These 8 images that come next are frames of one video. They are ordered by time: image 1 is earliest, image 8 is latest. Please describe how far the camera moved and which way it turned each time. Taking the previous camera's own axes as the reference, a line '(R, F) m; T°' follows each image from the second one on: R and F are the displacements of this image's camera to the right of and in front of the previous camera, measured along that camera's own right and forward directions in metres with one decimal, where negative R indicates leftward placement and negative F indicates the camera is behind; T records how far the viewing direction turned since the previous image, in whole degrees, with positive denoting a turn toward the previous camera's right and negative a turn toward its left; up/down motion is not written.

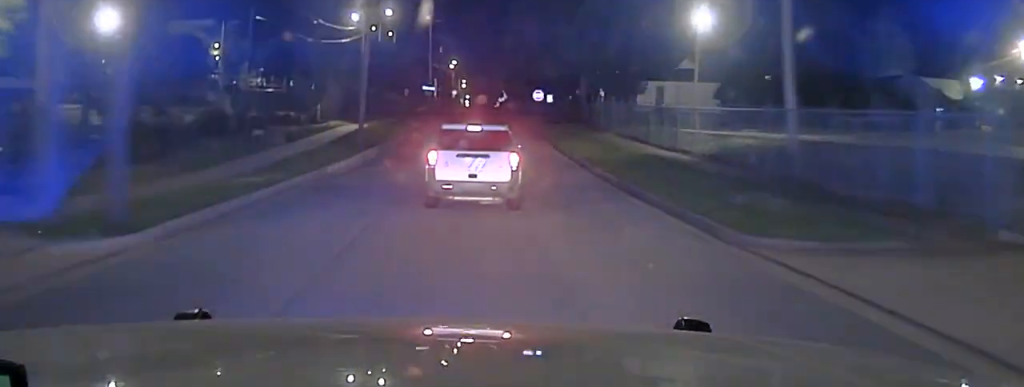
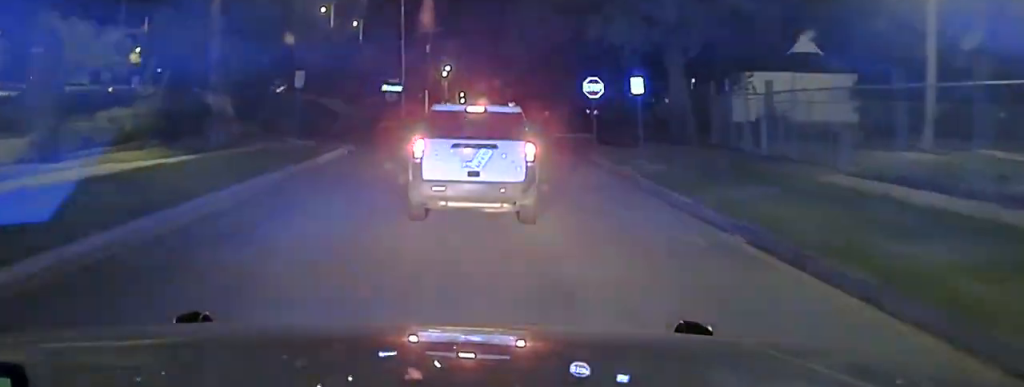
(-0.5, +34.0) m; -1°
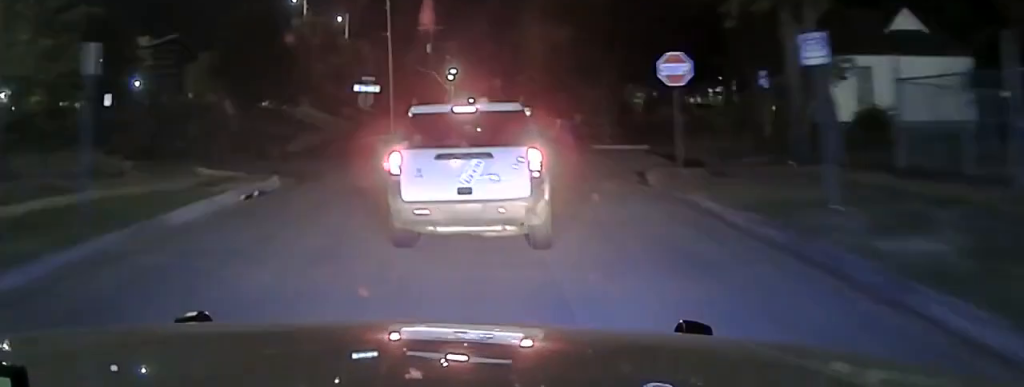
(-0.1, +14.3) m; +2°
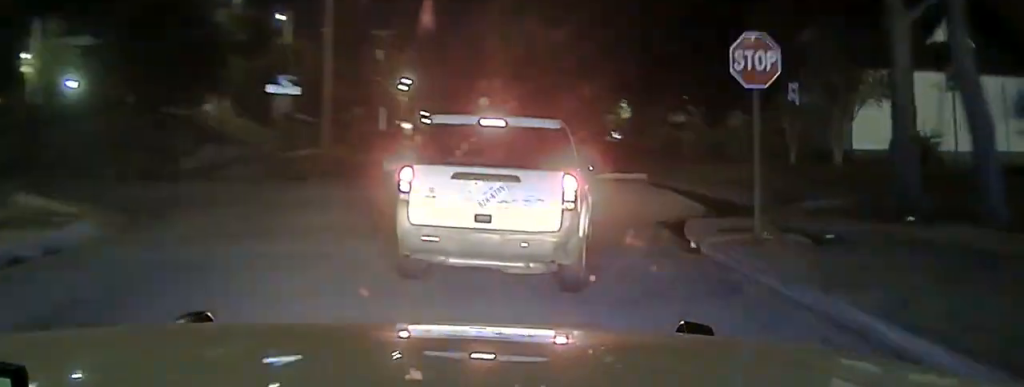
(-0.3, +8.9) m; +4°
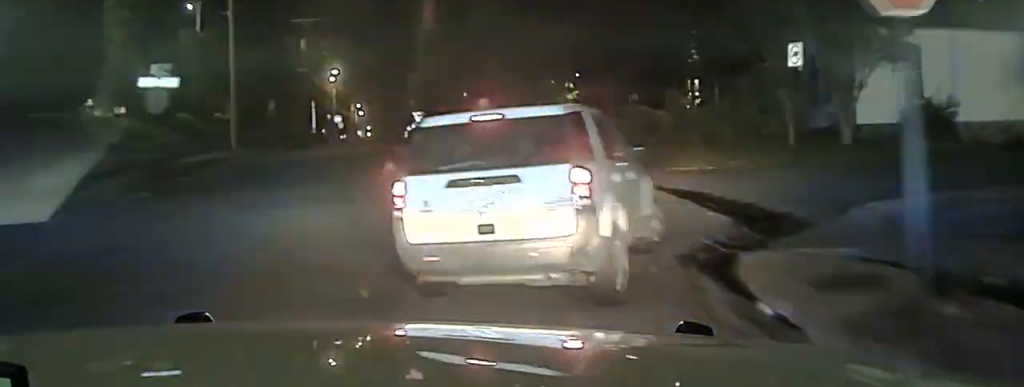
(+0.5, +5.8) m; +15°
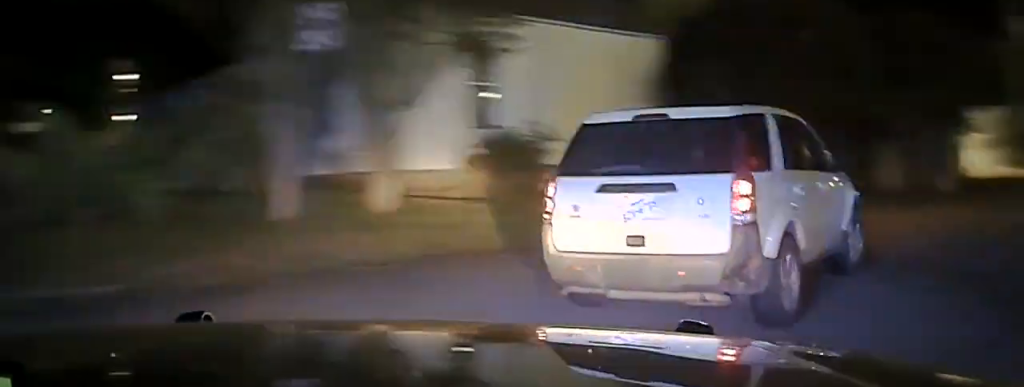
(+5.3, +11.6) m; +52°
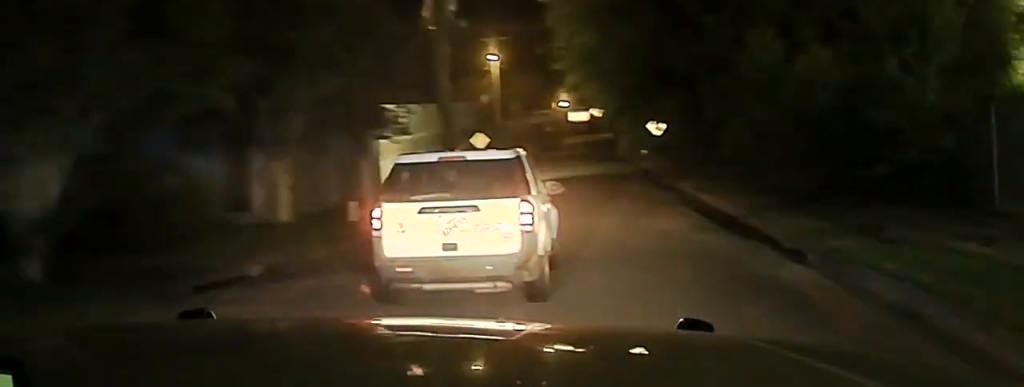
(+3.3, +12.1) m; +19°
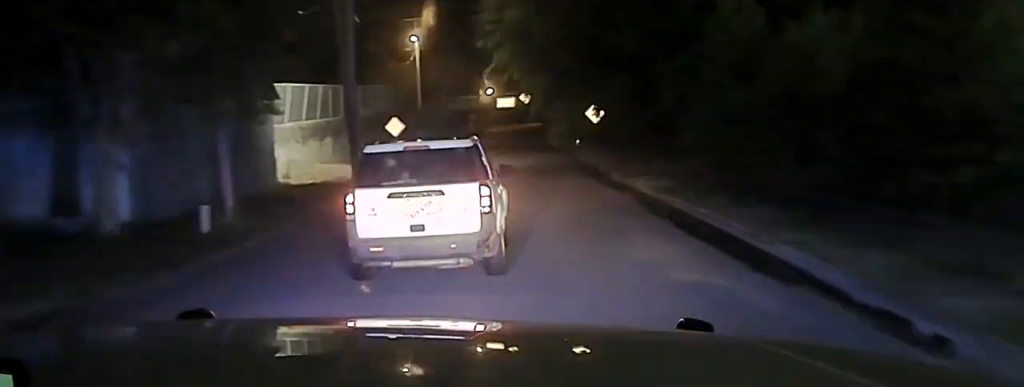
(+0.1, +7.7) m; 0°
